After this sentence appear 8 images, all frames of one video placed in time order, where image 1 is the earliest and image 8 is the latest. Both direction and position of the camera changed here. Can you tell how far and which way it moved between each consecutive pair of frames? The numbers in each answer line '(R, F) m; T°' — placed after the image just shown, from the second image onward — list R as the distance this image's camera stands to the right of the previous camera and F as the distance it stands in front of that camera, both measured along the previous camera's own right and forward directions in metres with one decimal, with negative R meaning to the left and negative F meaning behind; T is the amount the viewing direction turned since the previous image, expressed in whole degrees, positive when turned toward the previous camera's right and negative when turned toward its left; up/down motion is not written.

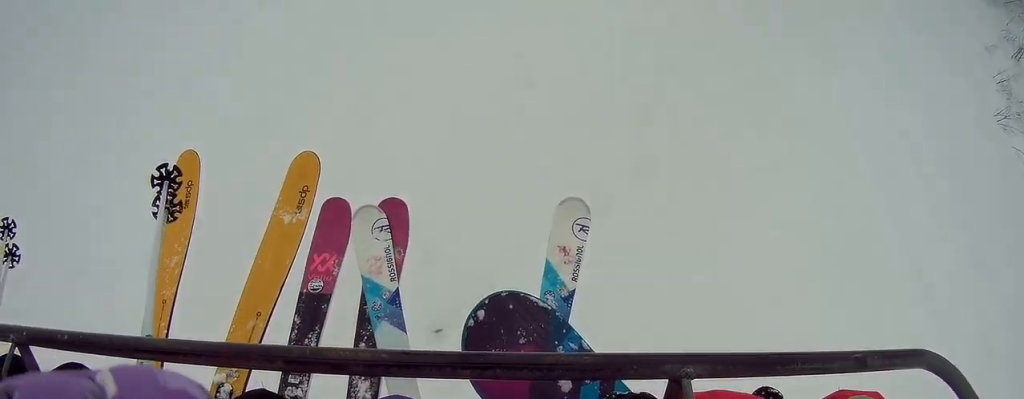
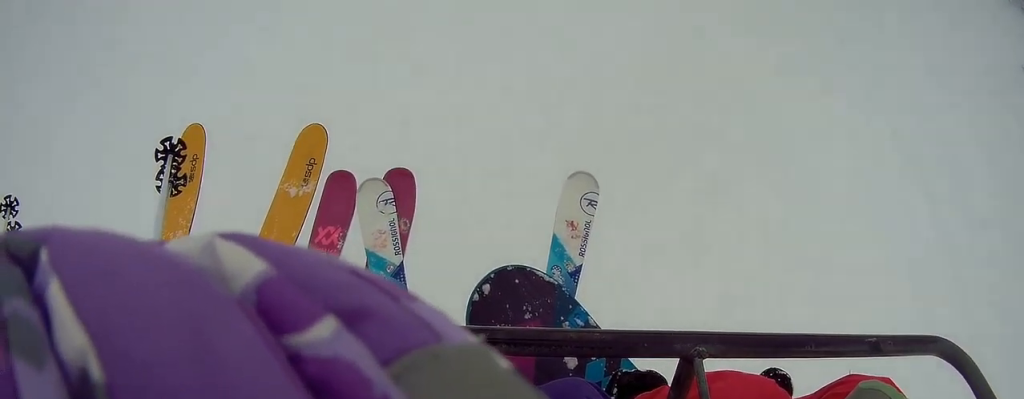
(-1.0, +4.8) m; -8°
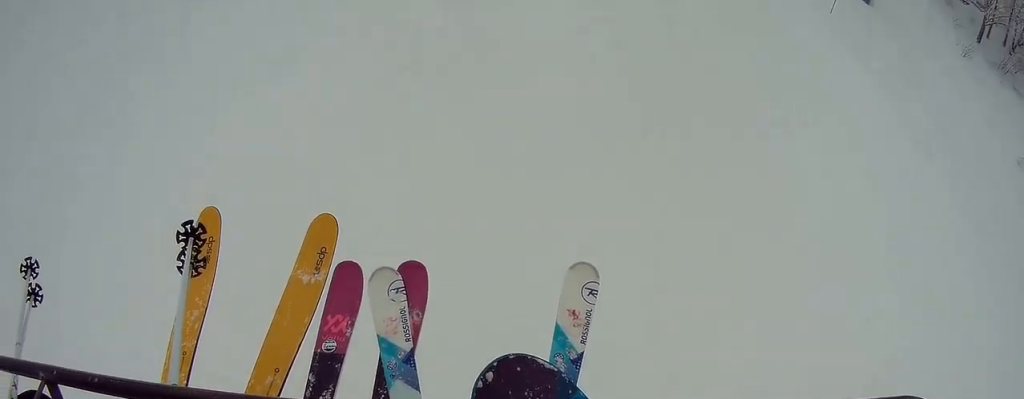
(-0.3, +8.0) m; -8°
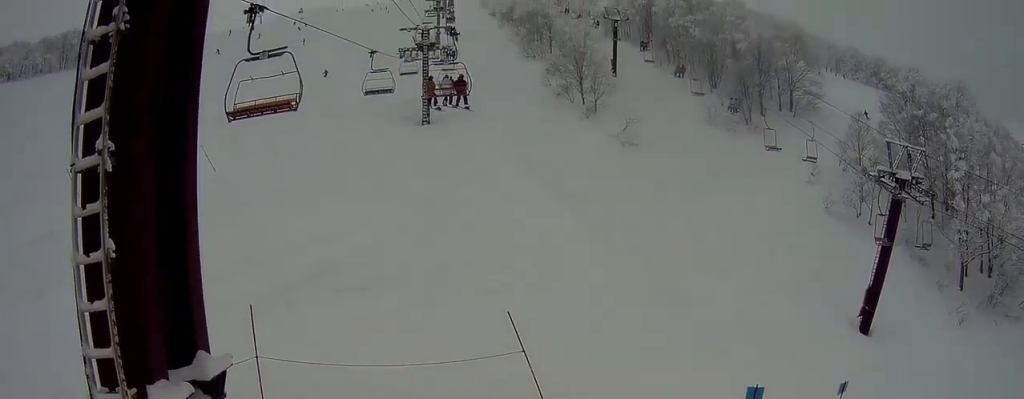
(+0.8, +14.4) m; +23°
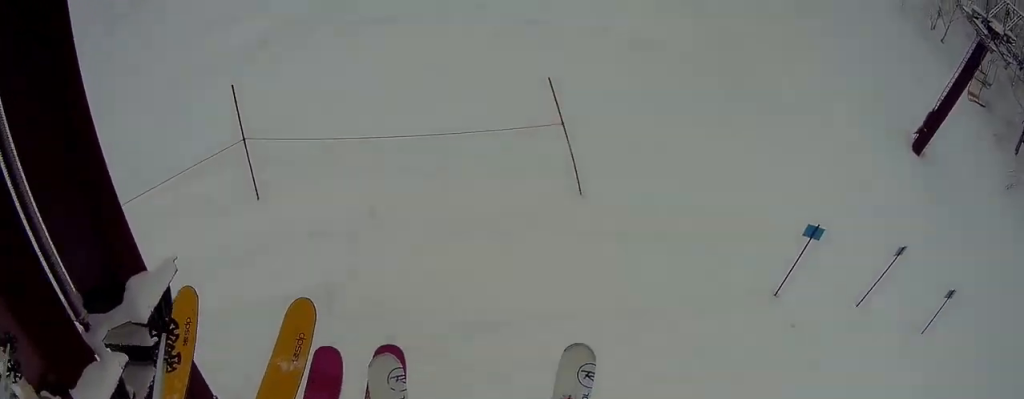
(0.0, +3.6) m; +10°
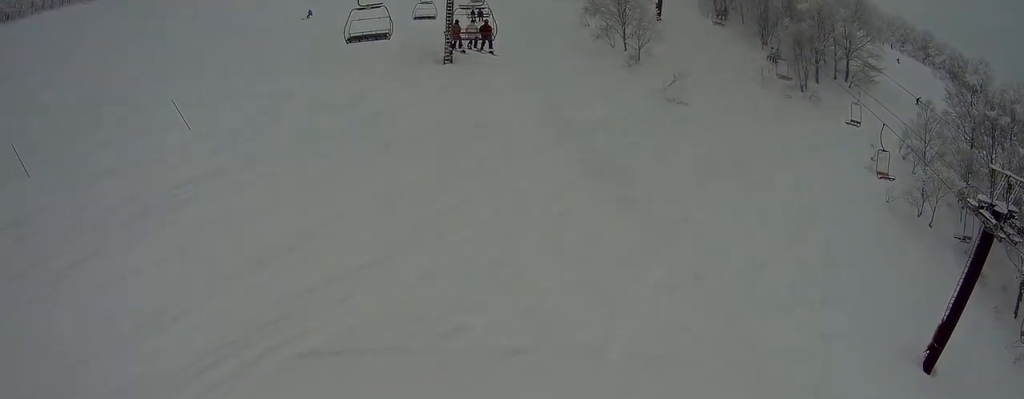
(+0.6, +6.6) m; -7°
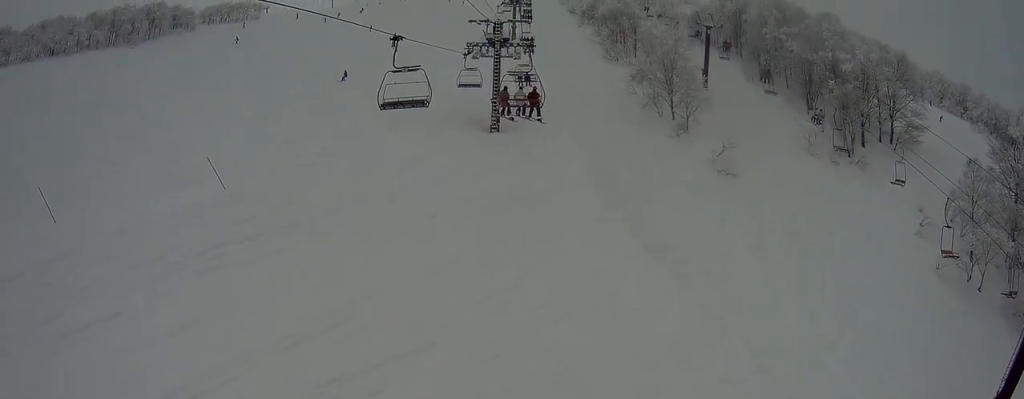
(-0.3, +2.2) m; -7°
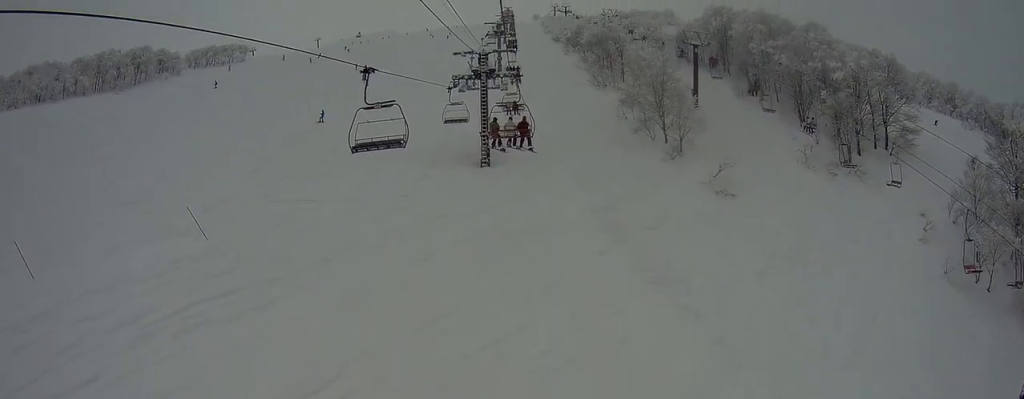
(-0.1, +2.1) m; -3°
